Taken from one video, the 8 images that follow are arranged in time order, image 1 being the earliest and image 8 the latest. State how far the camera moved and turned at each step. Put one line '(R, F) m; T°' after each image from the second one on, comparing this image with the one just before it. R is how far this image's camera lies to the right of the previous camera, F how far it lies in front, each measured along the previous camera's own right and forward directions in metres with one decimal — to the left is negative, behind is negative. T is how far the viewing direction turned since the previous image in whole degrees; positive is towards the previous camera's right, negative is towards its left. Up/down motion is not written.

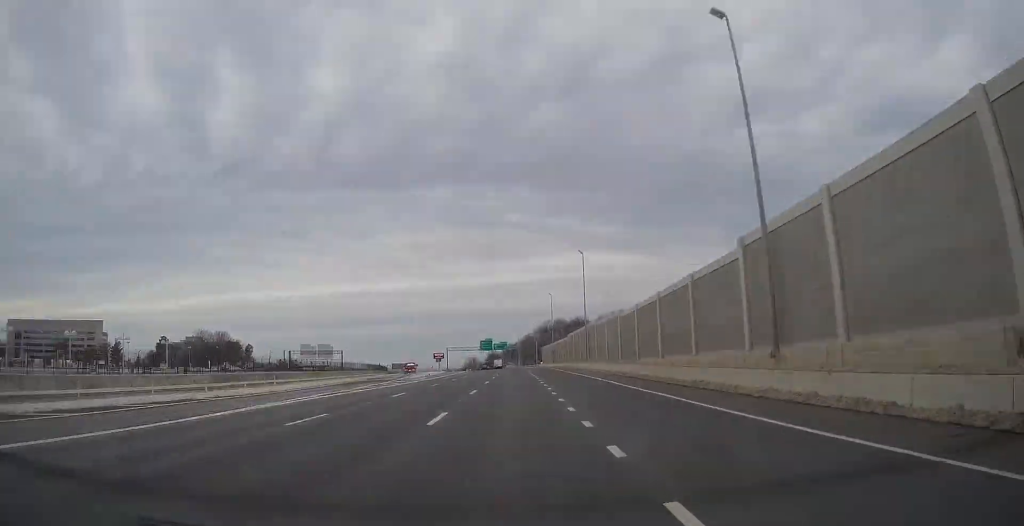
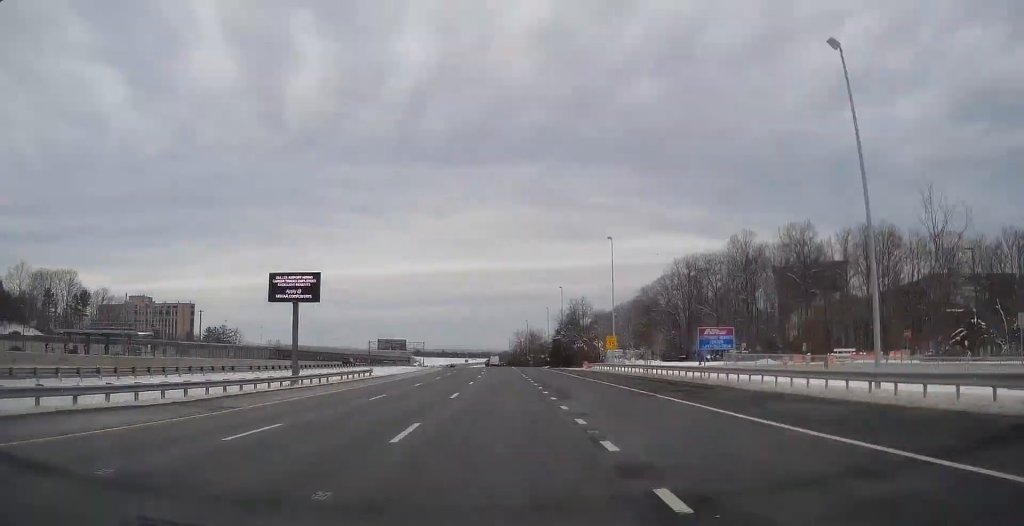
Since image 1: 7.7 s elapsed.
(-9.2, +203.9) m; -6°
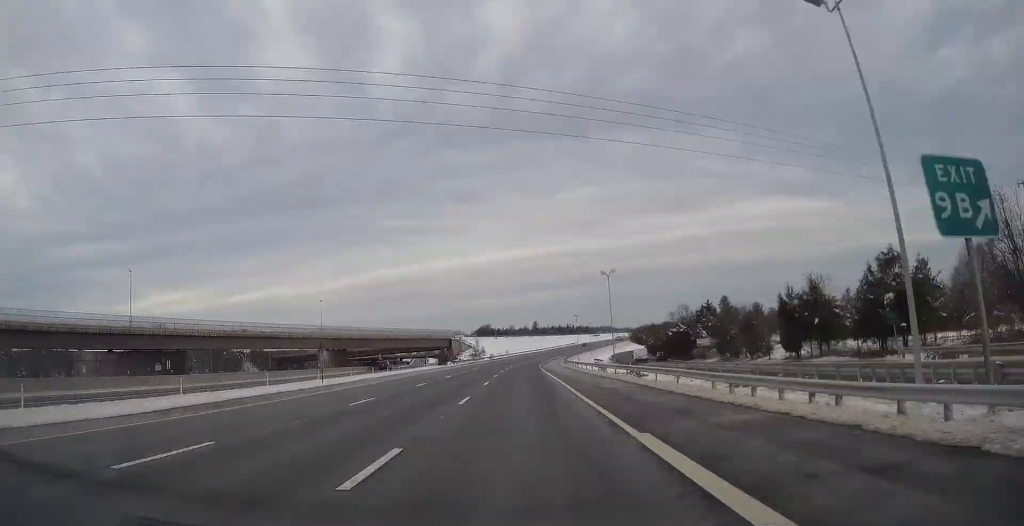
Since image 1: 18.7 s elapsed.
(-18.6, +291.0) m; +2°
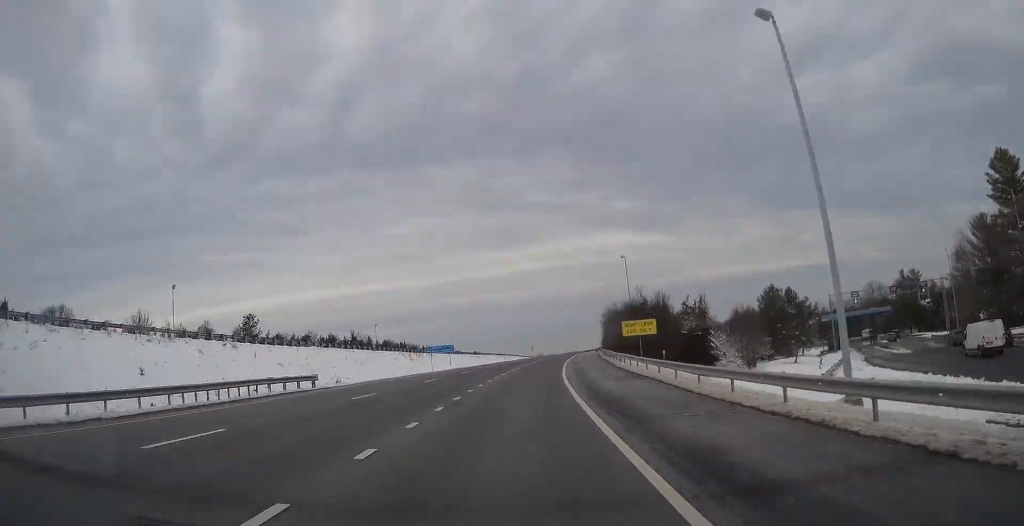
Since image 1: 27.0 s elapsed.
(+24.0, +224.3) m; +11°
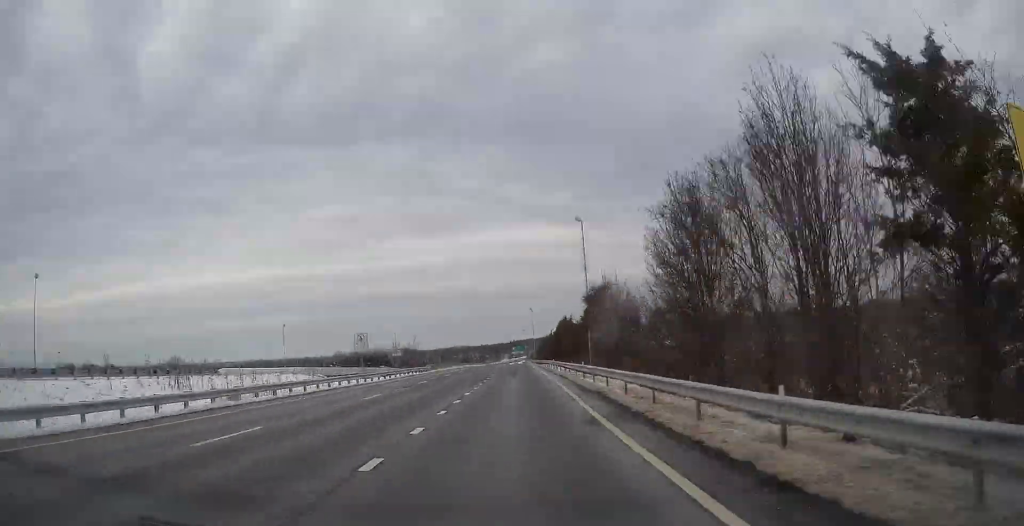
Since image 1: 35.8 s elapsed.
(+18.6, +237.0) m; +5°
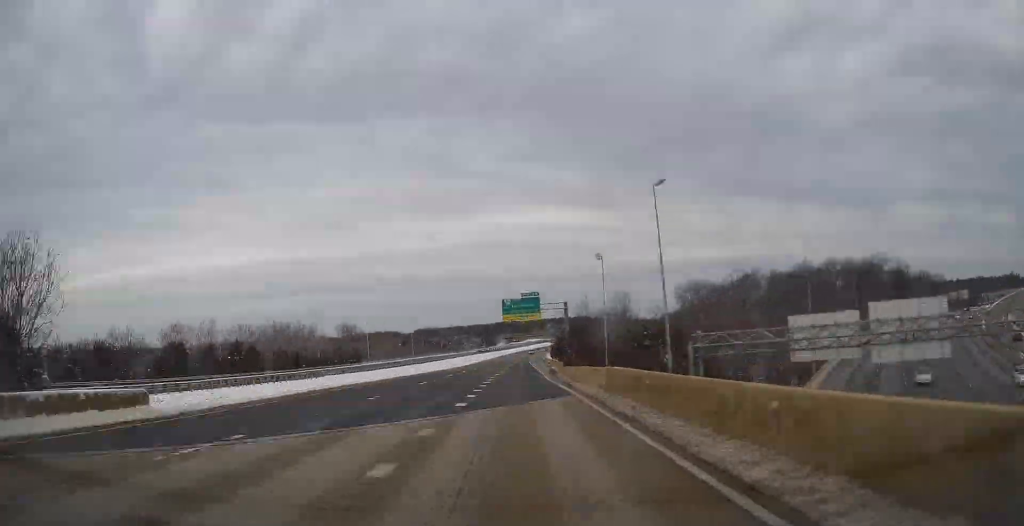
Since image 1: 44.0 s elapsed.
(+2.1, +217.0) m; +3°
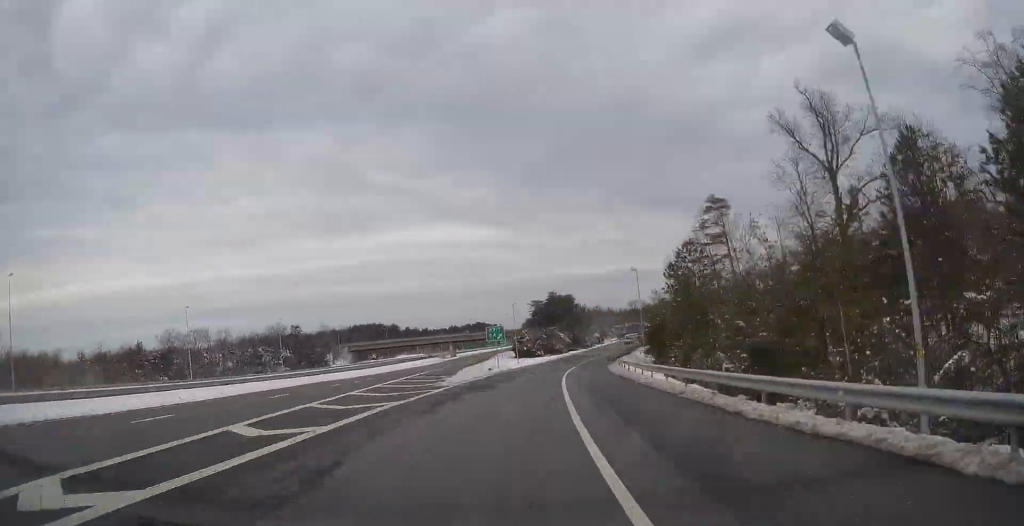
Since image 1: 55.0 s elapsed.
(+19.9, +249.6) m; +14°
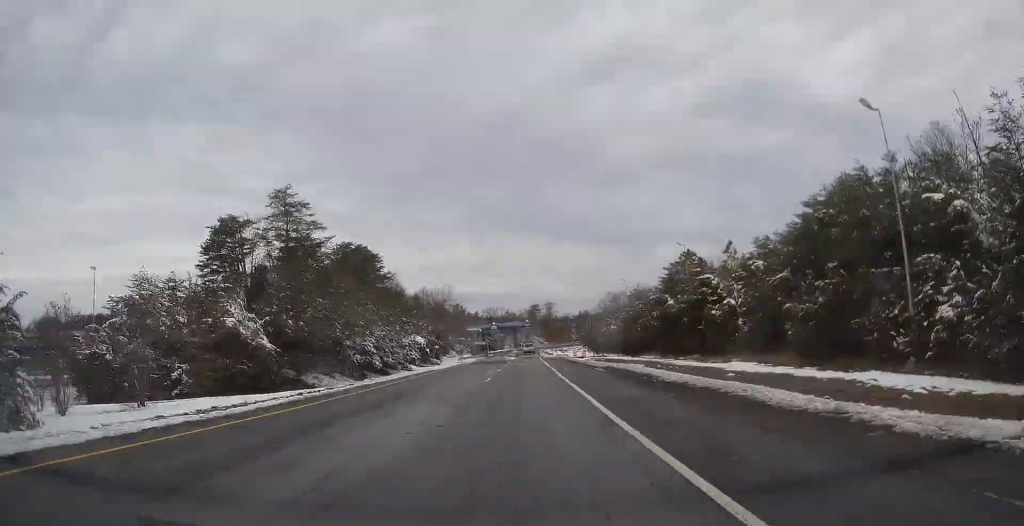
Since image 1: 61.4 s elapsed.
(+16.3, +116.5) m; +9°
